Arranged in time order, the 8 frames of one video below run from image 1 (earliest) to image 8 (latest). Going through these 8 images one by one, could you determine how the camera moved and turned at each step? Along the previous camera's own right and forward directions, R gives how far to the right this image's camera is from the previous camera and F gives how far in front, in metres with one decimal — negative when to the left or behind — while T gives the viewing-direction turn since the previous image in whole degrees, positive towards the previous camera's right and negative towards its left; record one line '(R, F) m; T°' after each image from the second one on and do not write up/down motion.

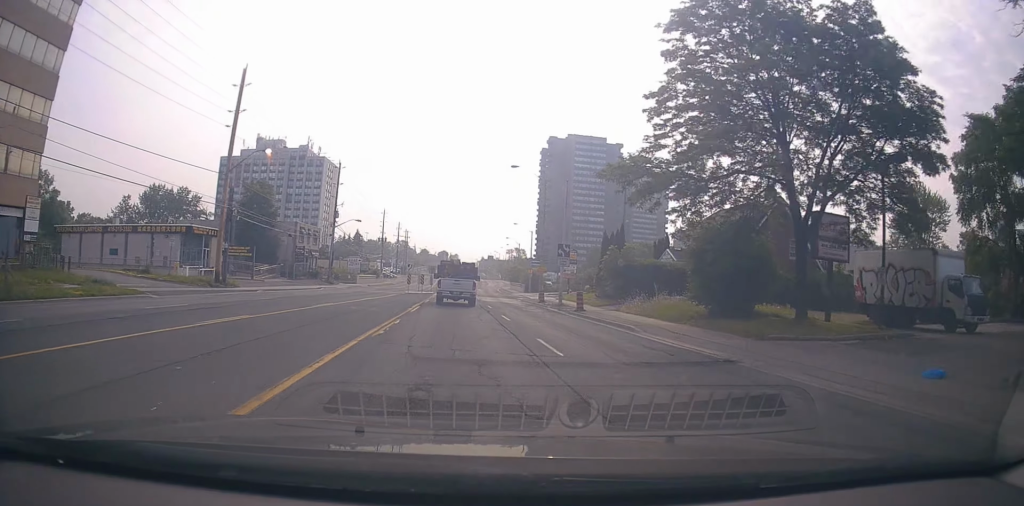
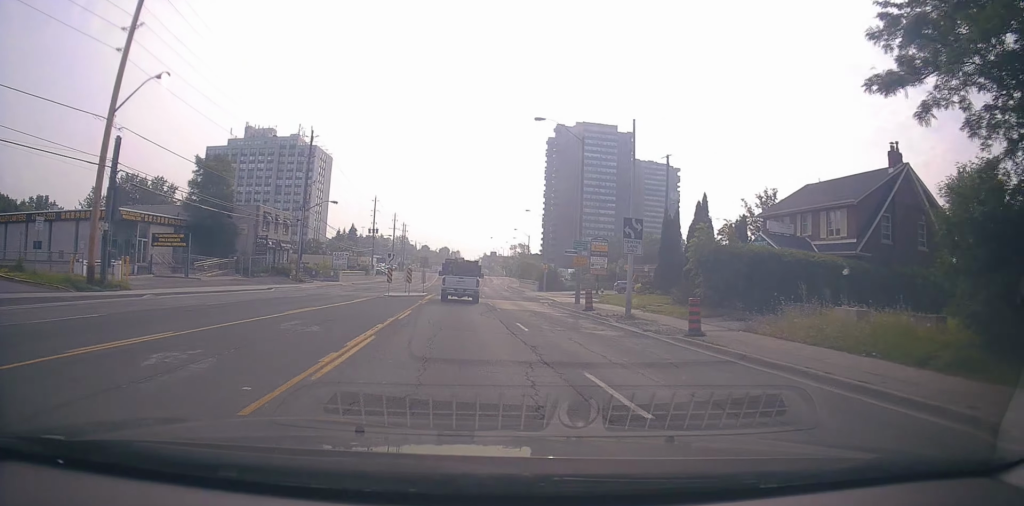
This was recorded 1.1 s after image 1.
(+0.1, +14.5) m; +2°
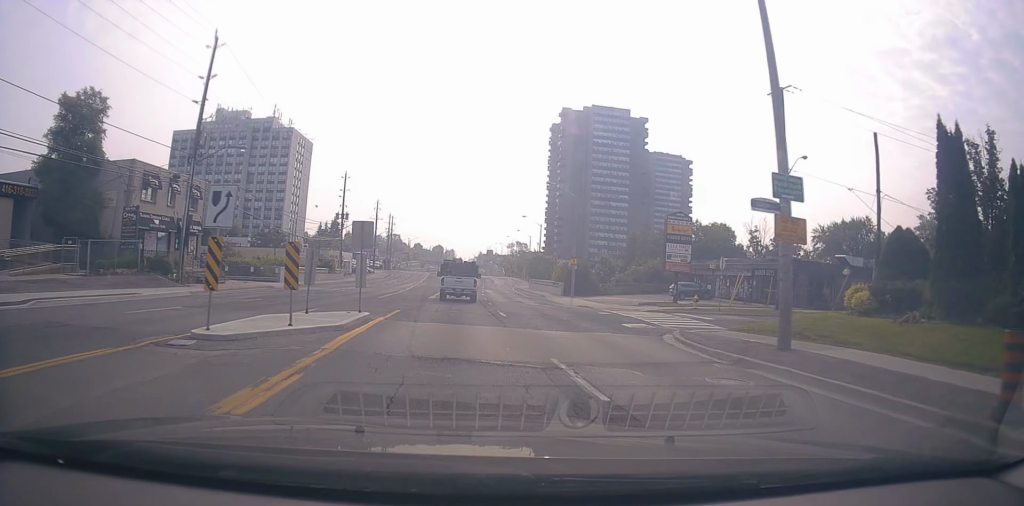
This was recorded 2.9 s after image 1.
(+0.2, +23.3) m; -1°
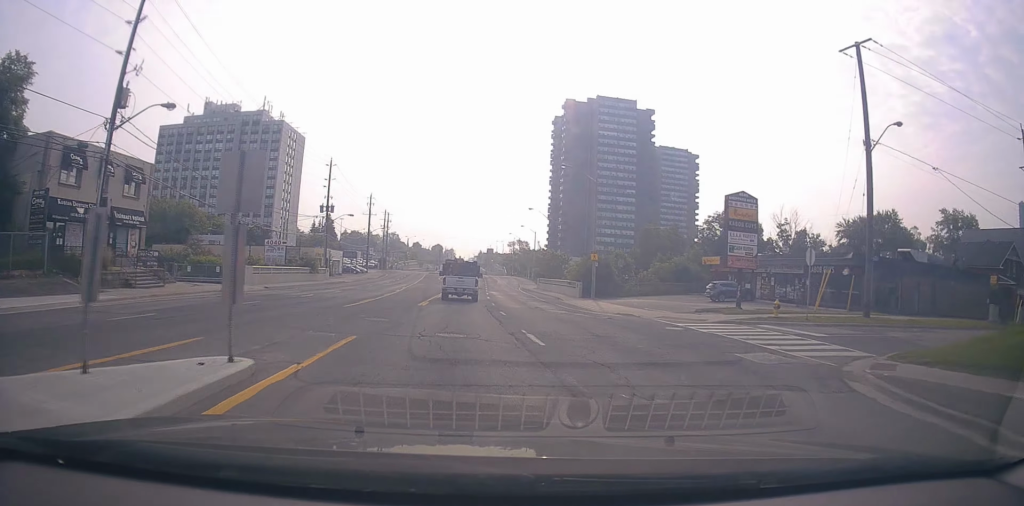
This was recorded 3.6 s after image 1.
(0.0, +9.0) m; +1°
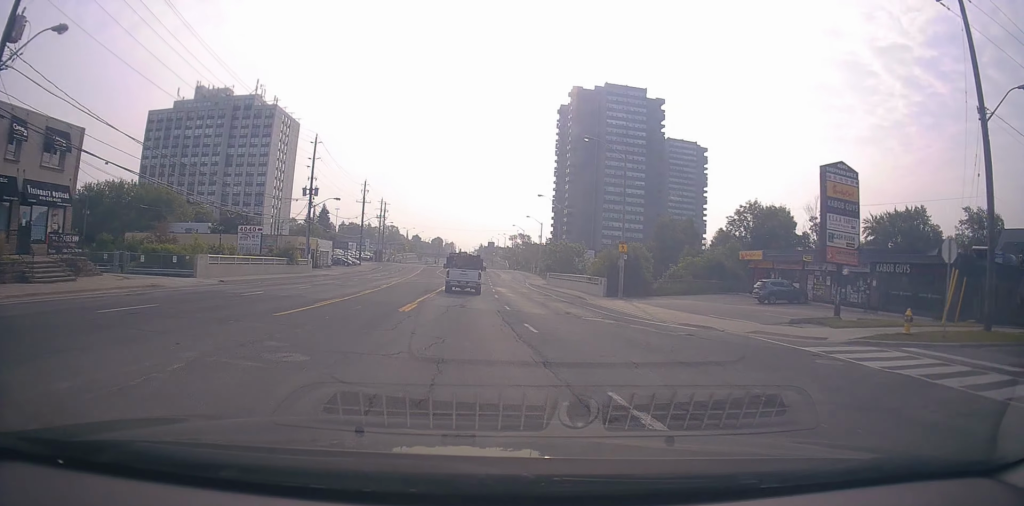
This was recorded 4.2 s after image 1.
(0.0, +8.5) m; +1°
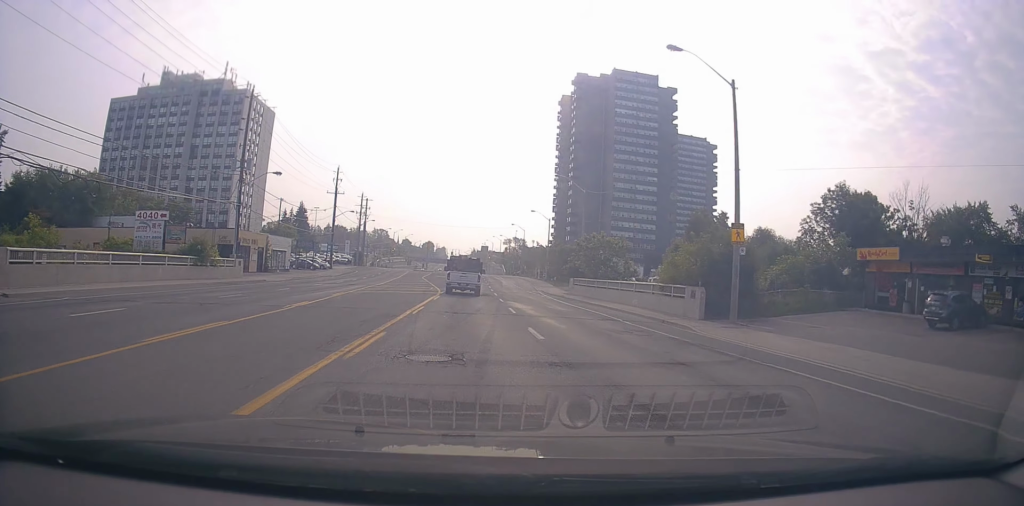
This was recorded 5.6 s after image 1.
(+0.6, +18.8) m; 0°
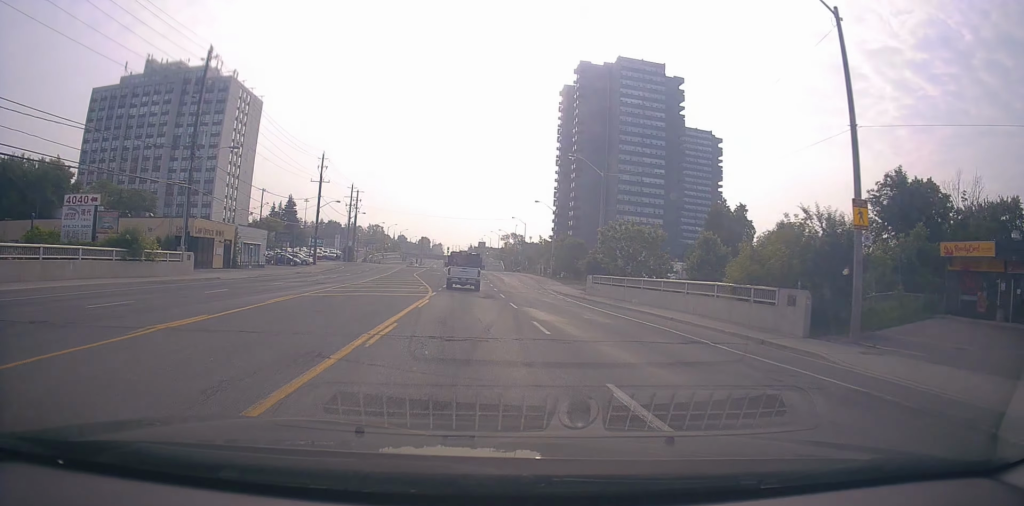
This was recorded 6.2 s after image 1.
(0.0, +8.5) m; -1°
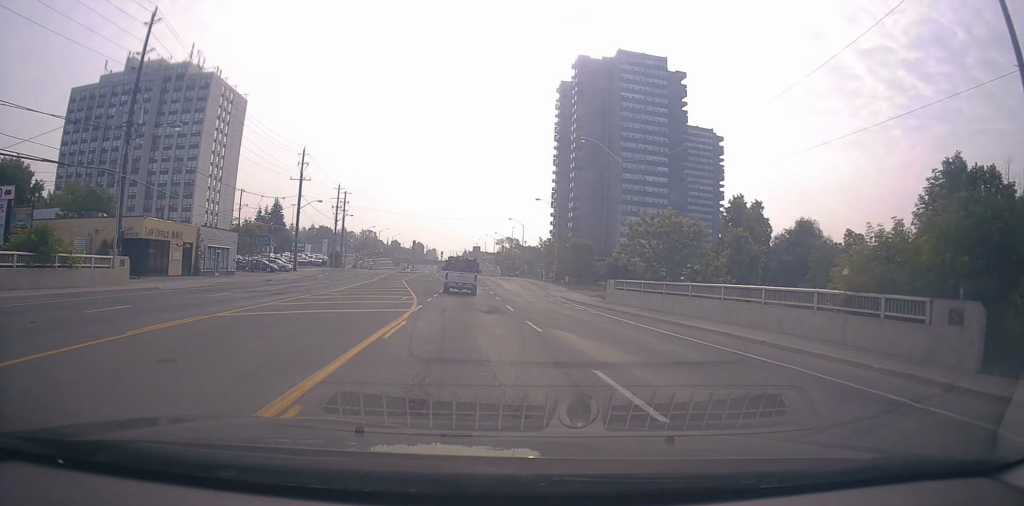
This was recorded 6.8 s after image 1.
(-0.3, +7.5) m; 0°
